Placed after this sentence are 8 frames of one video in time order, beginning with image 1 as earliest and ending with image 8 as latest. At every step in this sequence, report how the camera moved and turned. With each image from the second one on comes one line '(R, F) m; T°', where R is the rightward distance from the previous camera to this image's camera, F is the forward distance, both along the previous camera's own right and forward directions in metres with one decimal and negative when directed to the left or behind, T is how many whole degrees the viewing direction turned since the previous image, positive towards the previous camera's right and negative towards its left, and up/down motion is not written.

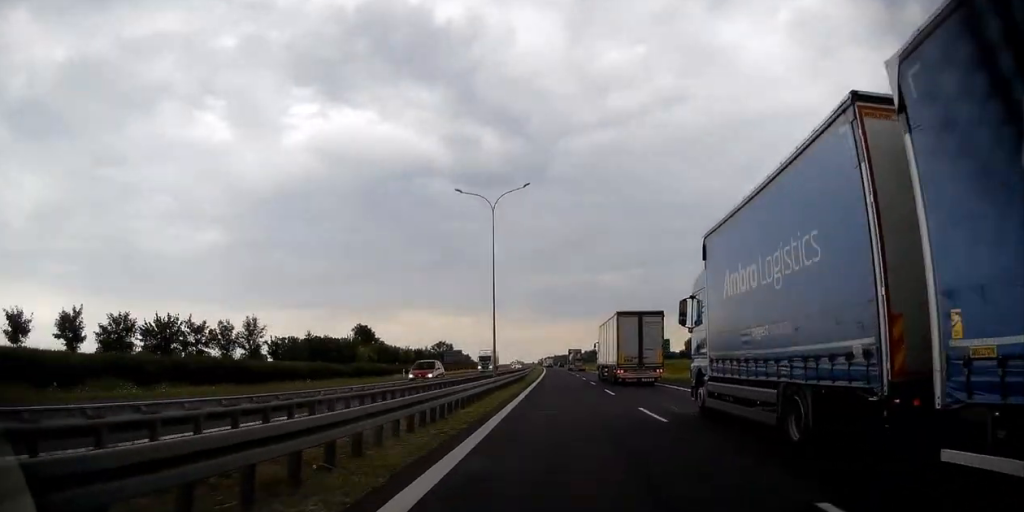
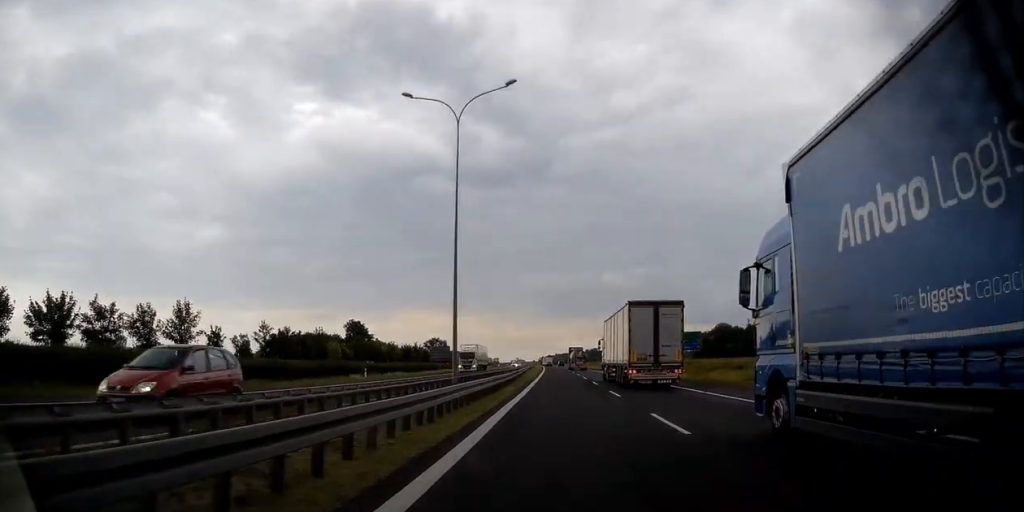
(0.0, +14.5) m; 0°
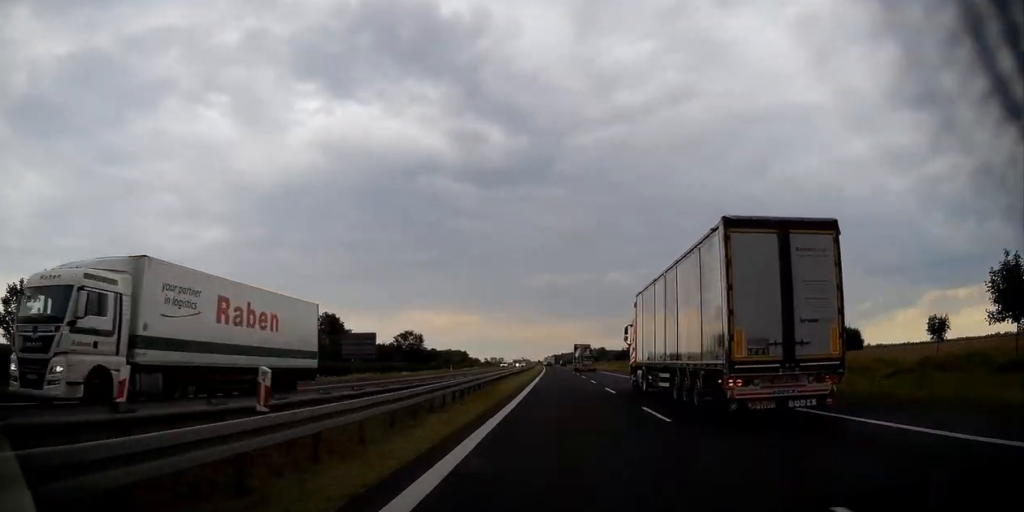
(-0.3, +46.1) m; 0°
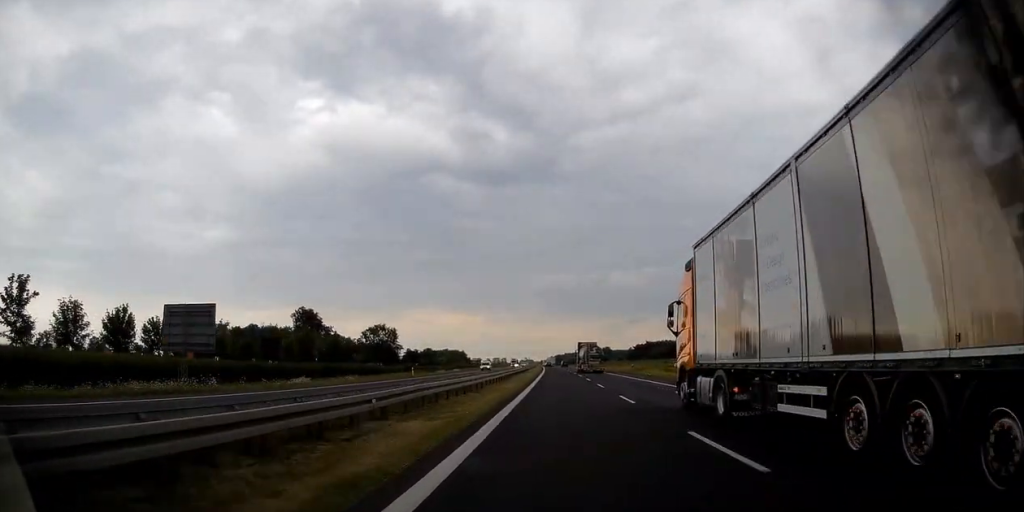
(+0.1, +30.3) m; 0°
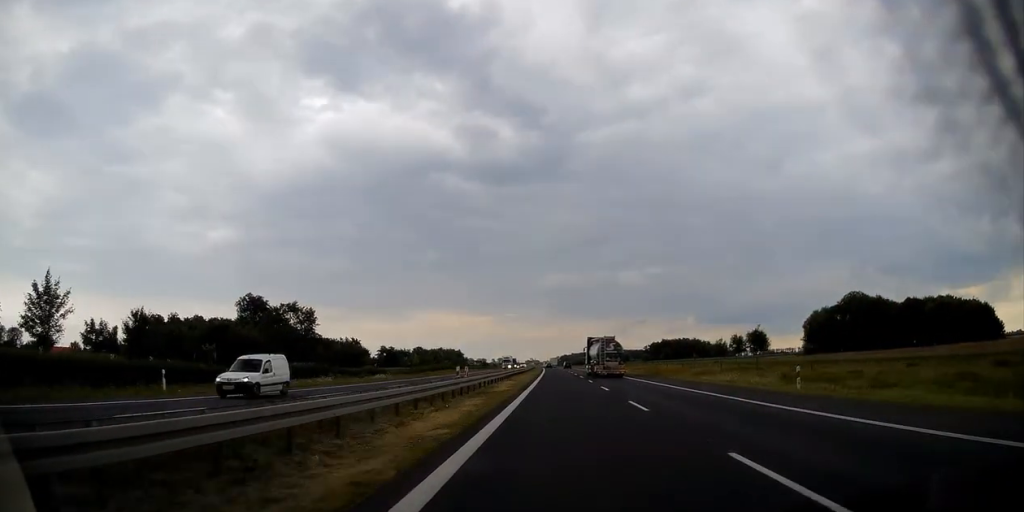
(-0.5, +50.9) m; -1°
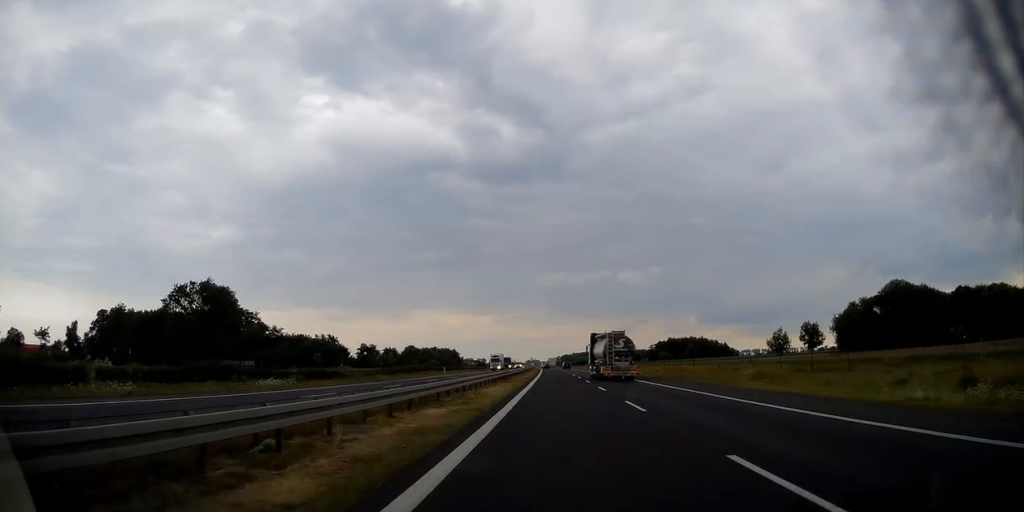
(0.0, +24.2) m; 0°
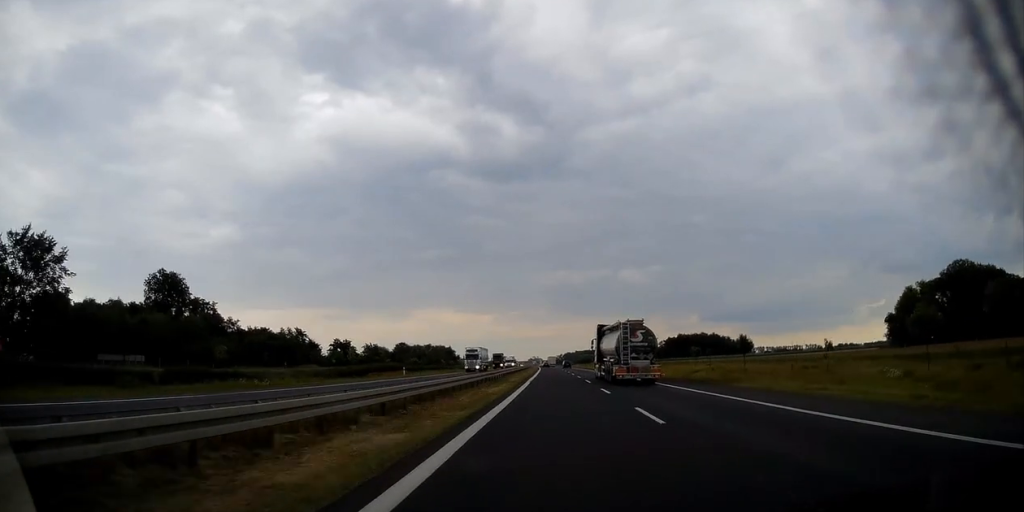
(0.0, +27.8) m; 0°
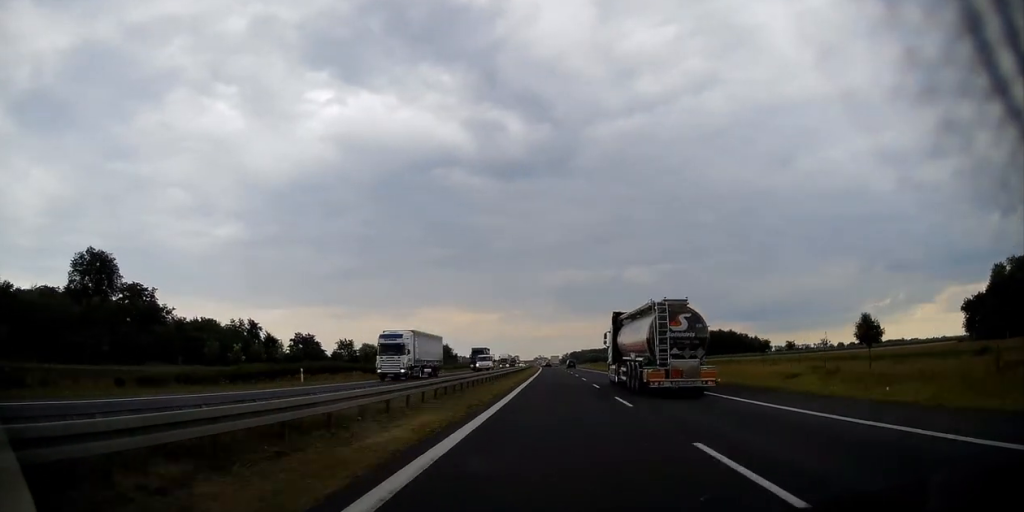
(0.0, +31.4) m; 0°
